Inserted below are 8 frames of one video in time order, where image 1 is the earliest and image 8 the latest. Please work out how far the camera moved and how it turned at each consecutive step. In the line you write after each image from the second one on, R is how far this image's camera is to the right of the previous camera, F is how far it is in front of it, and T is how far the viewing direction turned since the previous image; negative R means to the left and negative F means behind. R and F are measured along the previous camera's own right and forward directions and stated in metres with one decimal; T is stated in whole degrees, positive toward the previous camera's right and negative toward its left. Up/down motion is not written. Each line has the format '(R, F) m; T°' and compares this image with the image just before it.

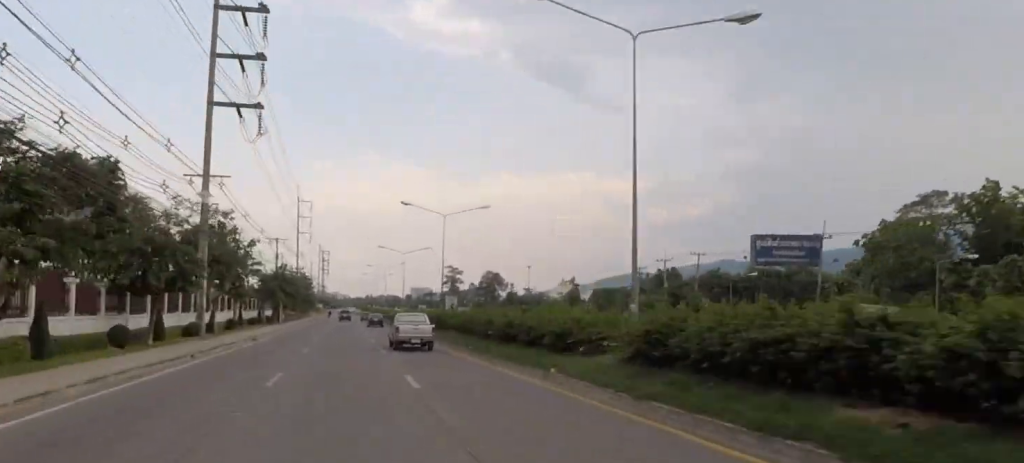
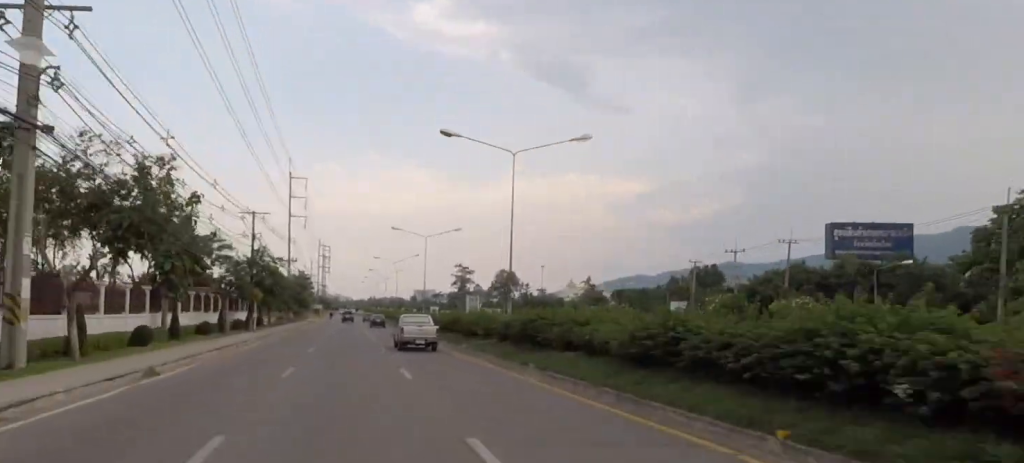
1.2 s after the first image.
(-0.7, +21.4) m; 0°
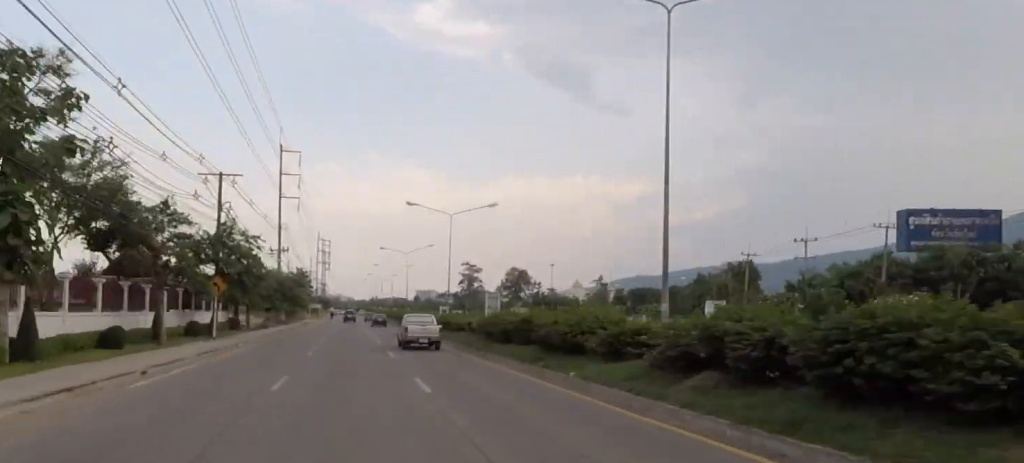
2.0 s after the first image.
(+0.6, +15.2) m; +2°
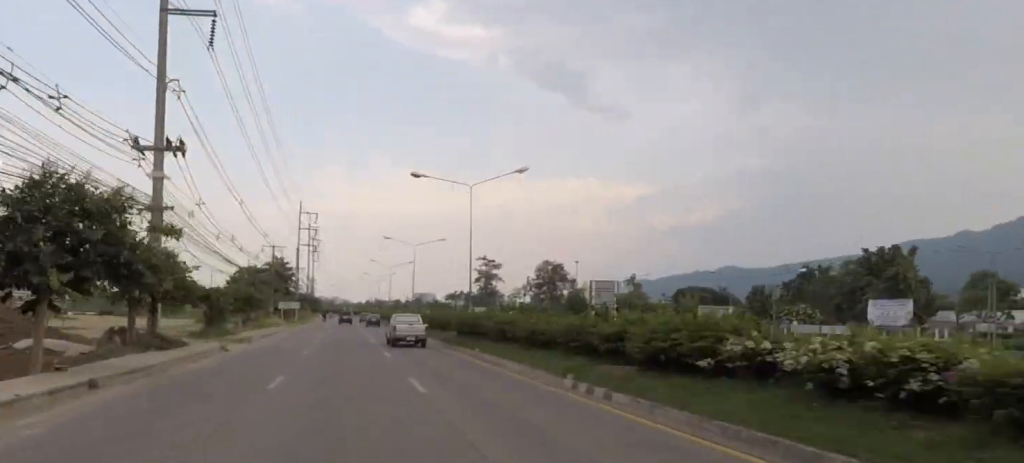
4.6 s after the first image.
(+2.3, +47.6) m; 0°
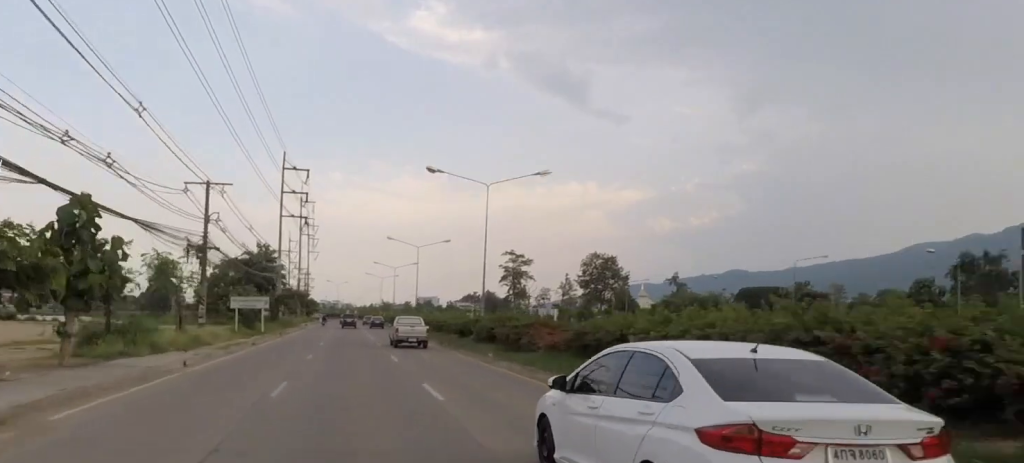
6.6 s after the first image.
(-2.1, +37.9) m; -3°
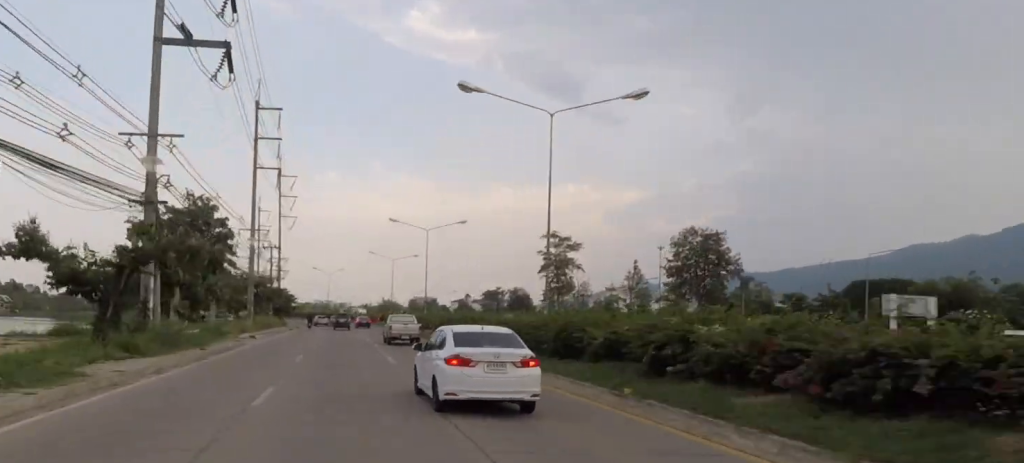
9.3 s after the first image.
(+0.7, +51.1) m; +2°
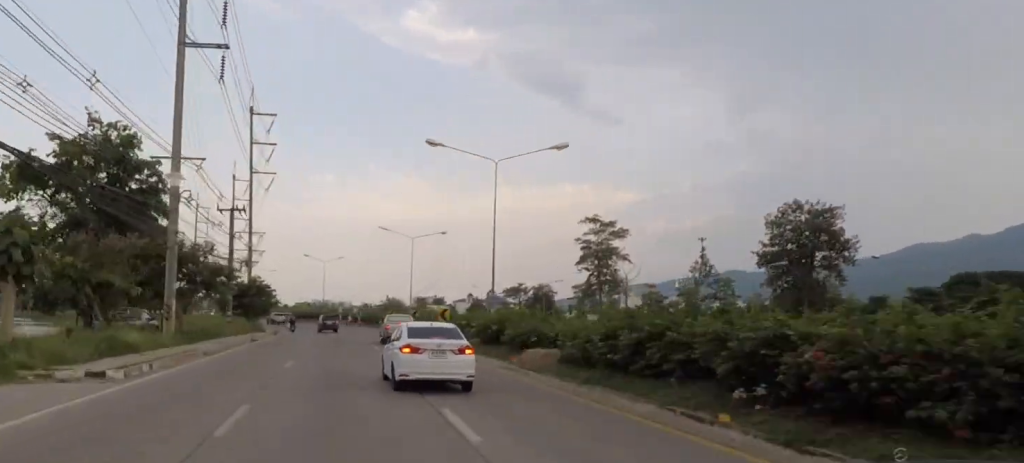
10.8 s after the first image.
(+0.1, +27.9) m; +1°
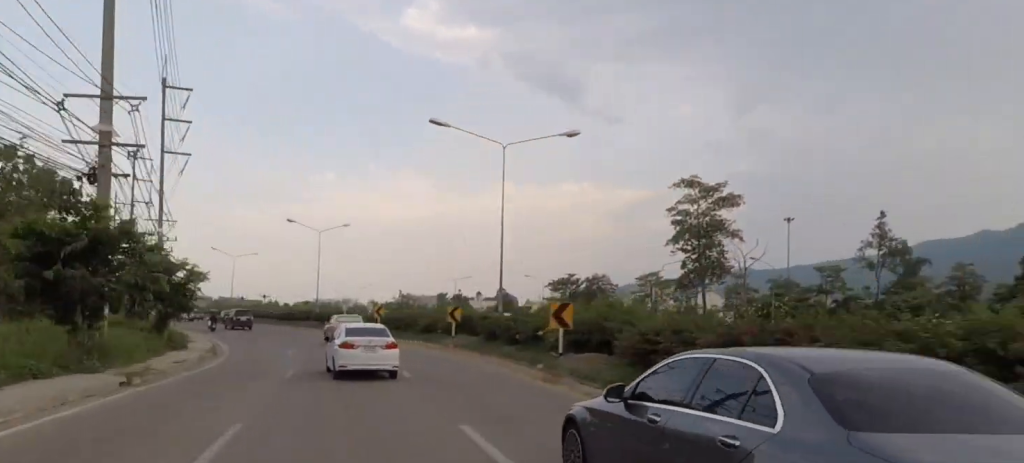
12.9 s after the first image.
(+0.3, +38.3) m; -6°
